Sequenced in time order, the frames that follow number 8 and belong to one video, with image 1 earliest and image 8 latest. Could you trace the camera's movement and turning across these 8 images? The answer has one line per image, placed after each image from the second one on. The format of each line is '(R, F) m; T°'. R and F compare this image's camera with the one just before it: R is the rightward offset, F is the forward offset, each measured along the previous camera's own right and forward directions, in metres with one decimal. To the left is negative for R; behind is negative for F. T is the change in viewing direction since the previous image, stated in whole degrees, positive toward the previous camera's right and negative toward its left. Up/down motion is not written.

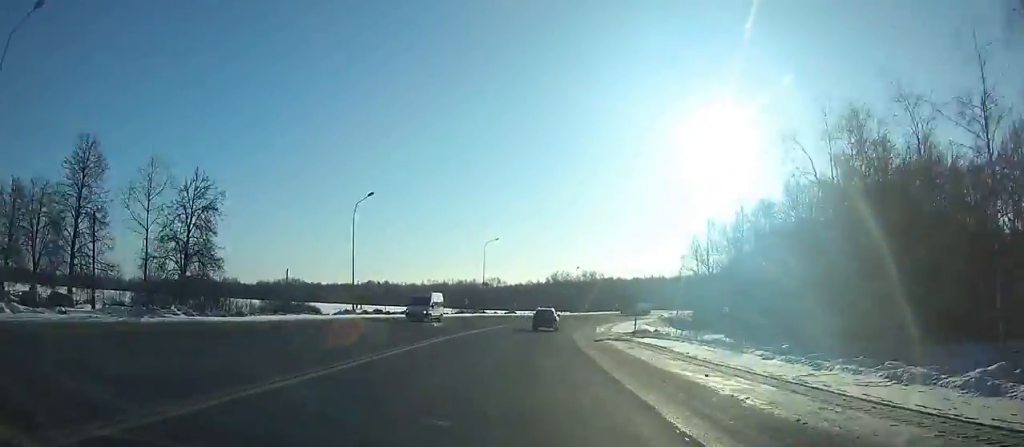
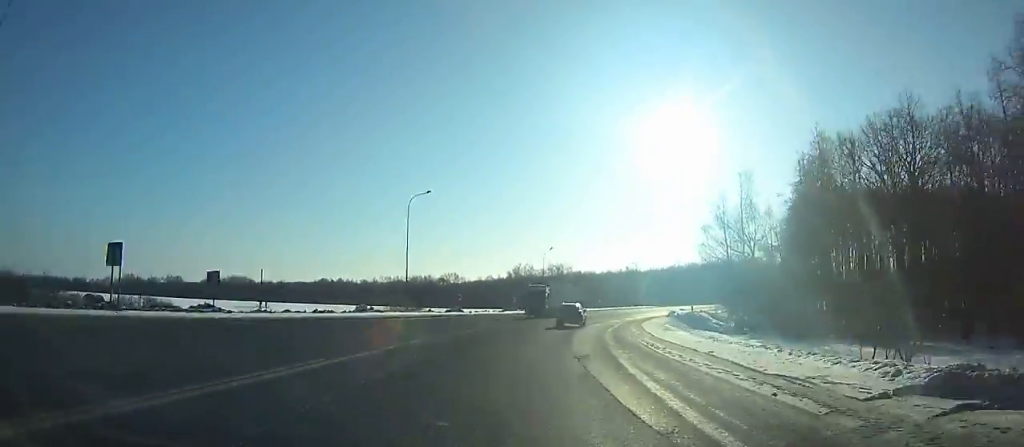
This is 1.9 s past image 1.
(+1.6, +35.0) m; +6°
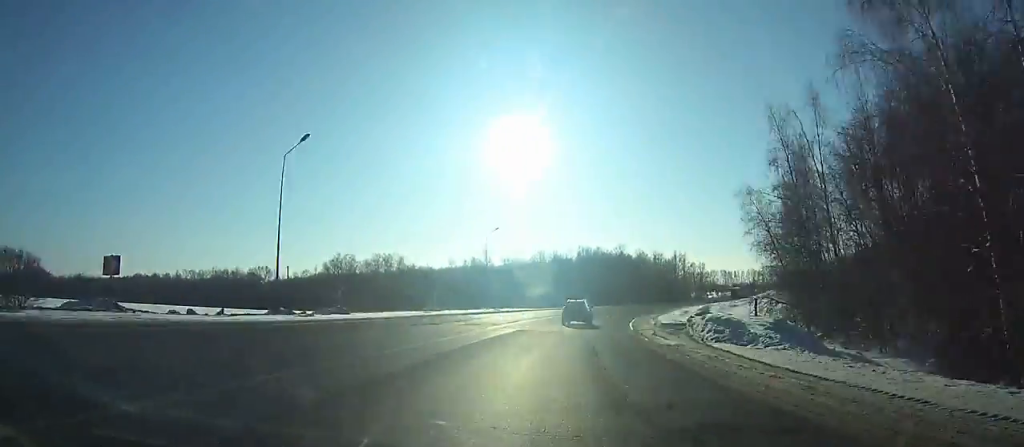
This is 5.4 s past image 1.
(+6.5, +63.6) m; +14°
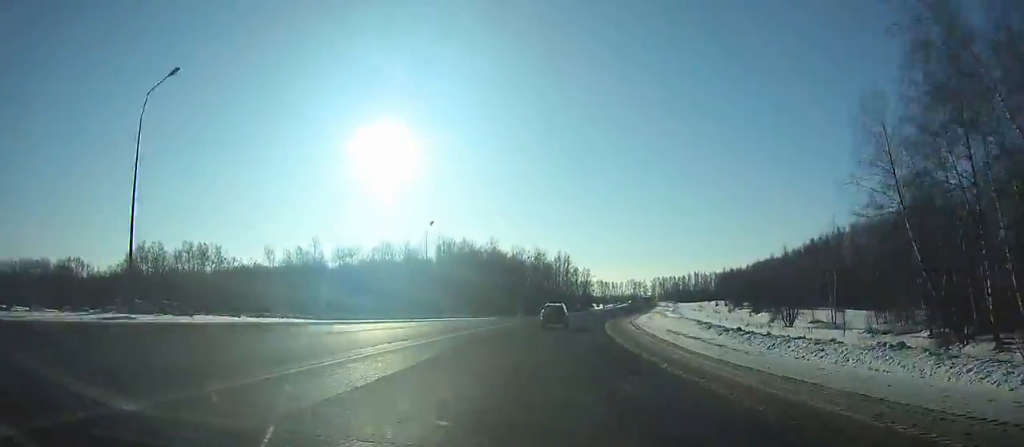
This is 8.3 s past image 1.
(+6.4, +53.0) m; +12°
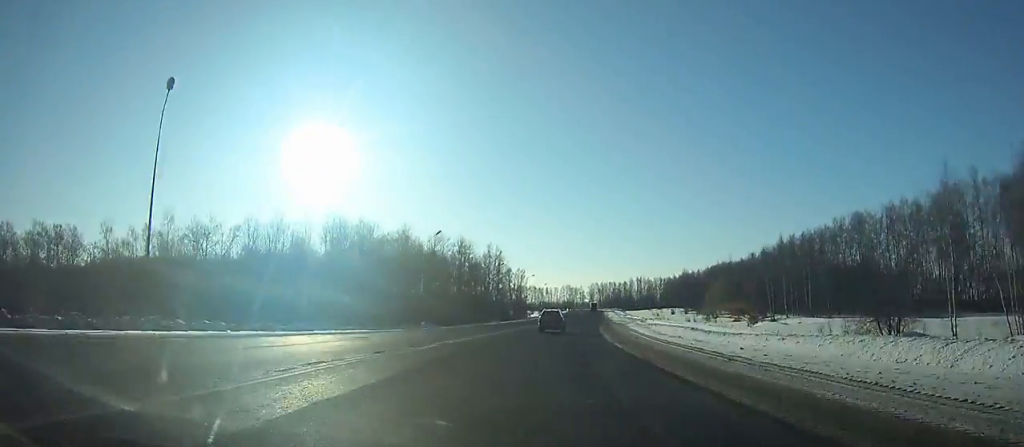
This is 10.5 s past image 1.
(+3.1, +41.4) m; +7°
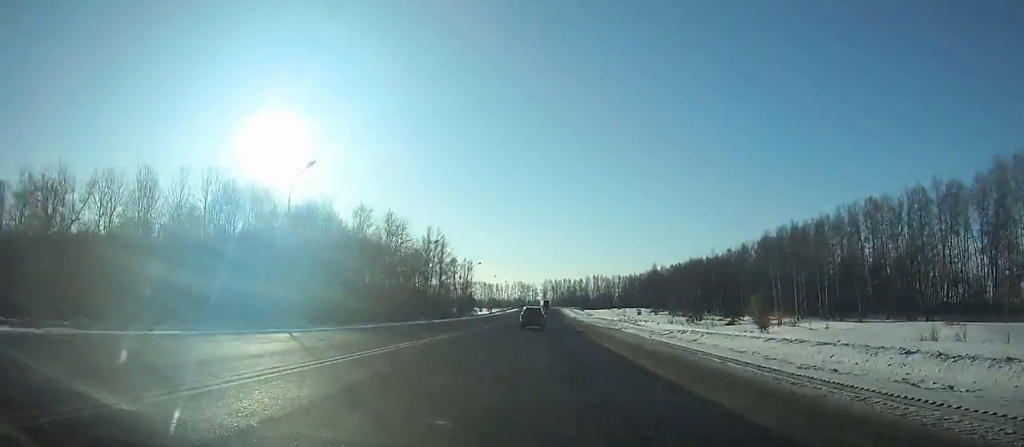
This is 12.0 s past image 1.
(+0.9, +28.8) m; +3°
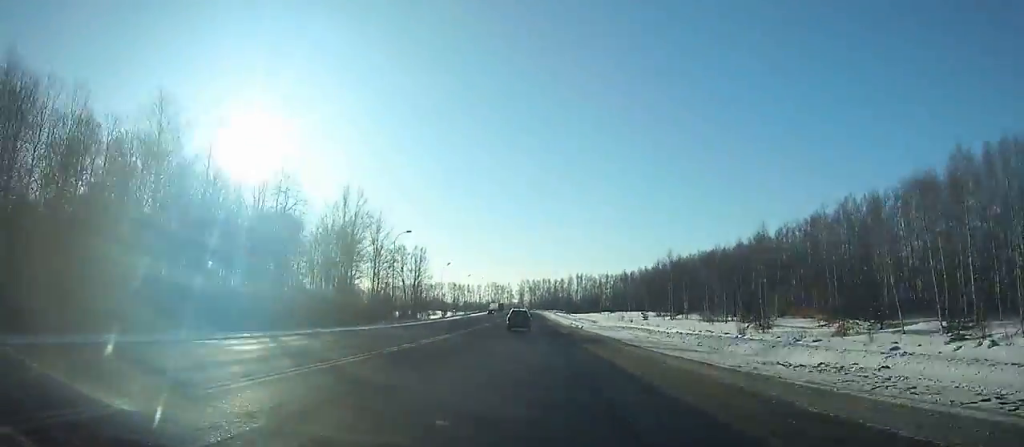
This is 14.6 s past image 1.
(+2.2, +51.4) m; +3°
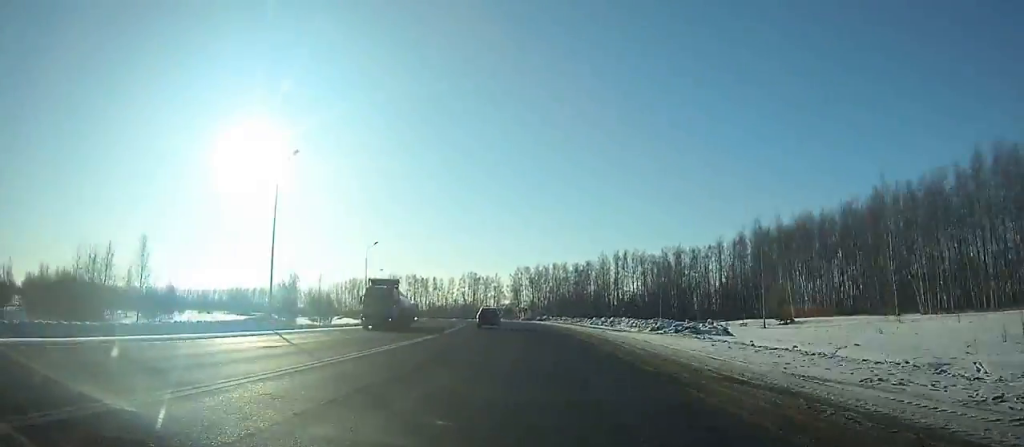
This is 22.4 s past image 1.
(+2.0, +161.7) m; -1°
